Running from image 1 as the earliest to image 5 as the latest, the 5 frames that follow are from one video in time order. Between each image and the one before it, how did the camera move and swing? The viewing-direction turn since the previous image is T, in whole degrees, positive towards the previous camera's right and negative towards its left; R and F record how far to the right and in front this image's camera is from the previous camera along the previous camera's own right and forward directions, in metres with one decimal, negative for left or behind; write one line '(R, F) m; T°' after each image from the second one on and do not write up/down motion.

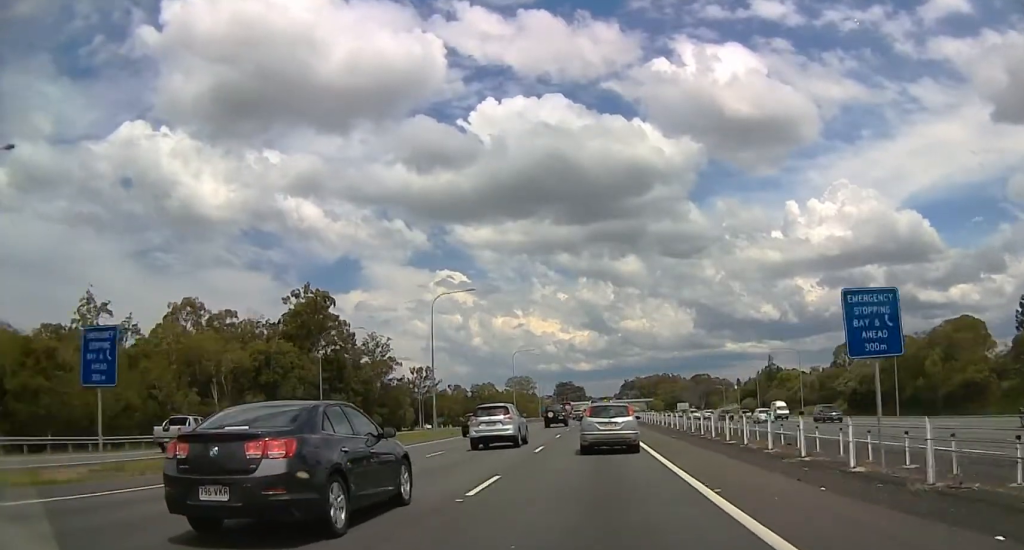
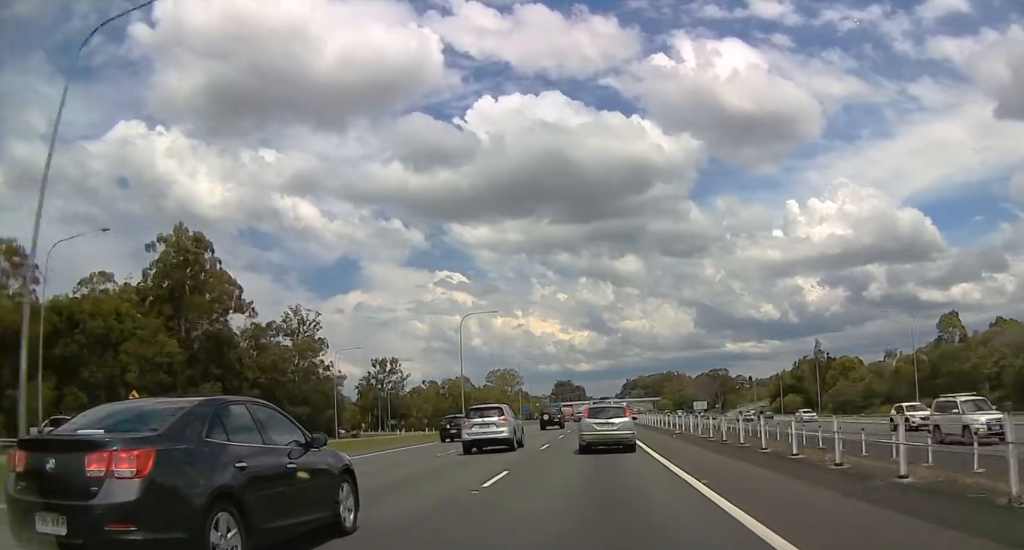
(-0.4, +48.2) m; 0°
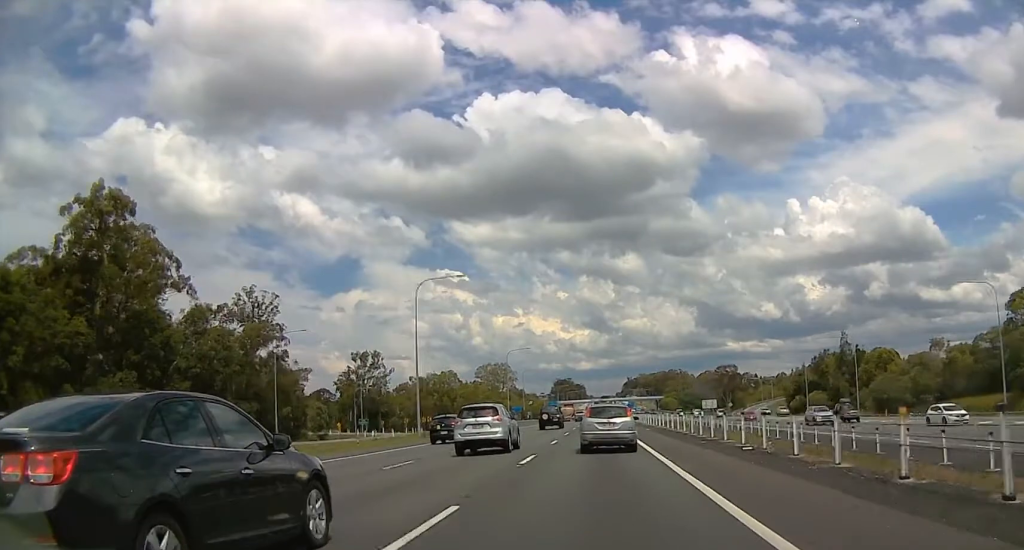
(+0.1, +19.3) m; 0°
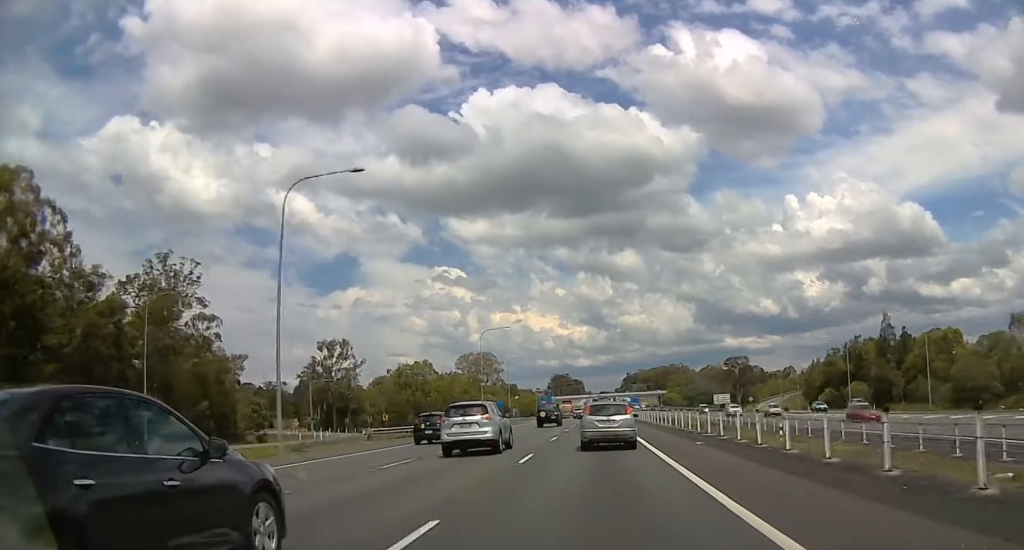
(-0.8, +25.1) m; 0°
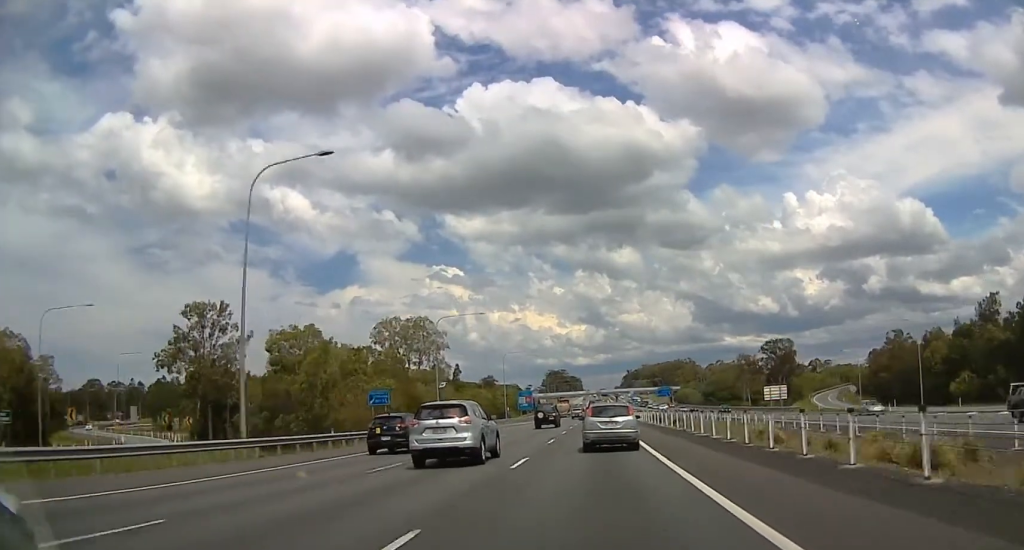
(+0.2, +62.8) m; +1°
